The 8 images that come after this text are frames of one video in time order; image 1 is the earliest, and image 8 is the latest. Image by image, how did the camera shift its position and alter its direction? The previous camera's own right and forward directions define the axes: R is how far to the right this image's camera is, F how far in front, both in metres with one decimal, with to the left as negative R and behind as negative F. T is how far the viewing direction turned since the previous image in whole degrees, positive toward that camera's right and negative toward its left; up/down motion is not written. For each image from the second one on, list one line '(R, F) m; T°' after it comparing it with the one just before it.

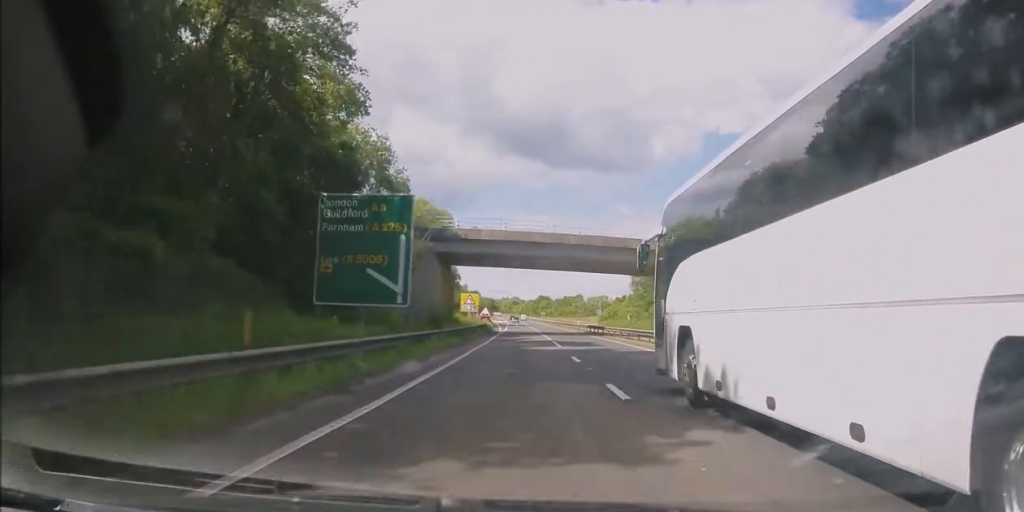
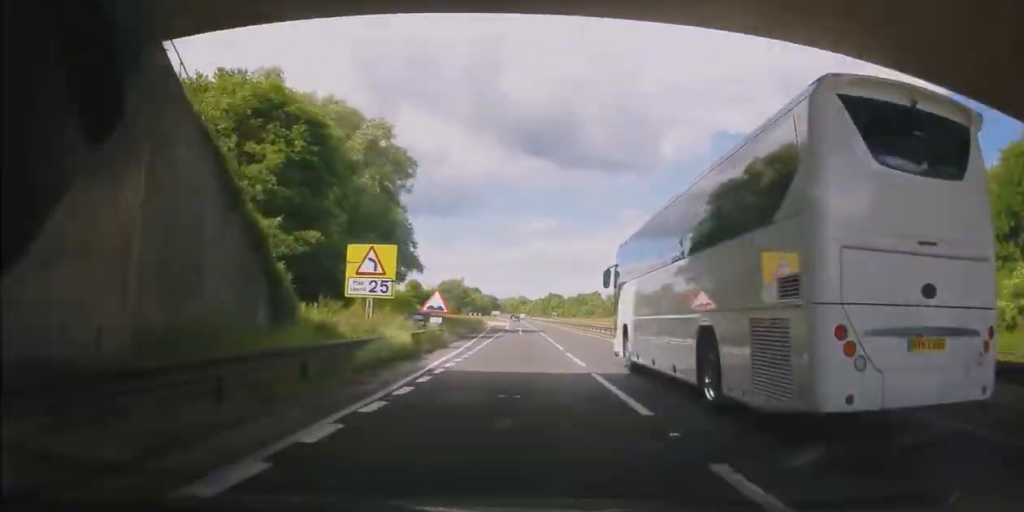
(-0.5, +48.8) m; -1°
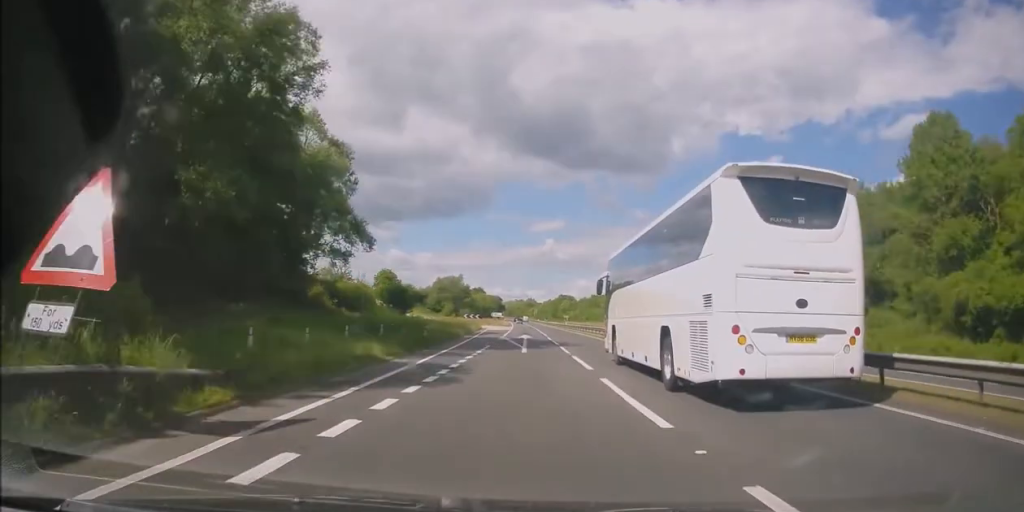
(+0.2, +28.3) m; 0°
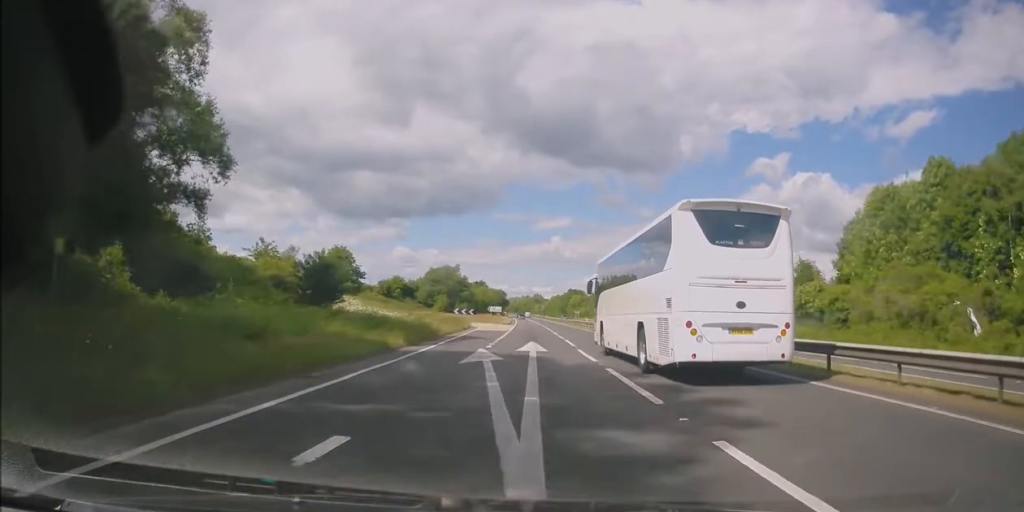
(-0.3, +25.7) m; -1°
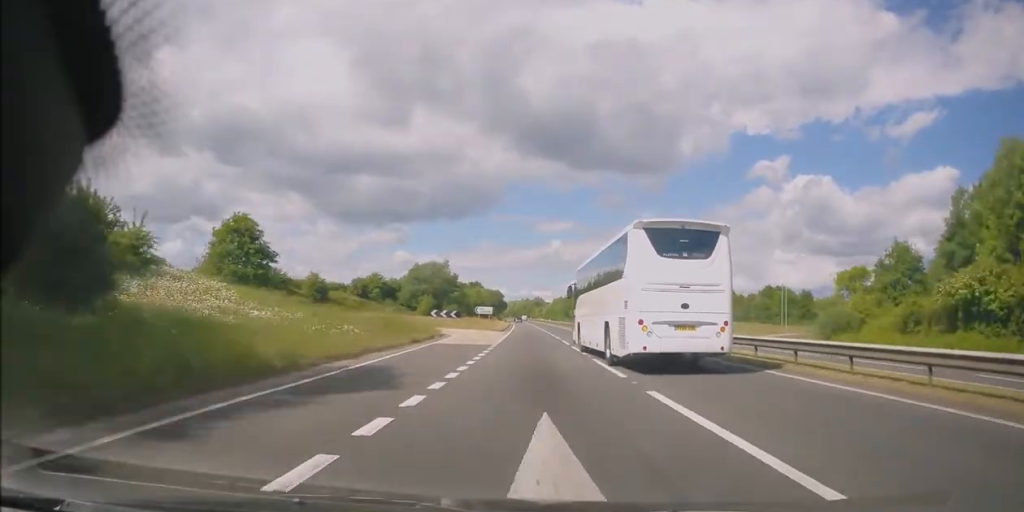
(-0.1, +23.0) m; 0°
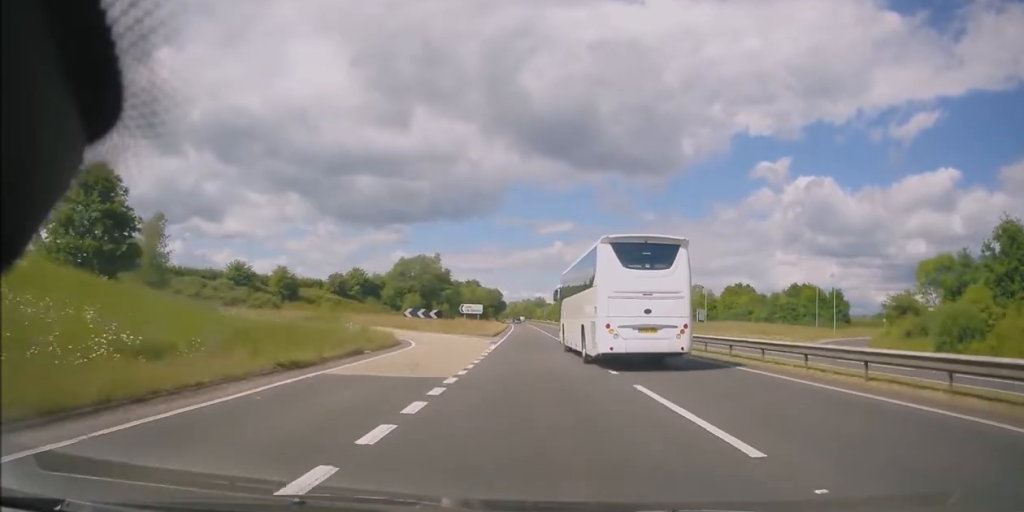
(0.0, +16.4) m; 0°
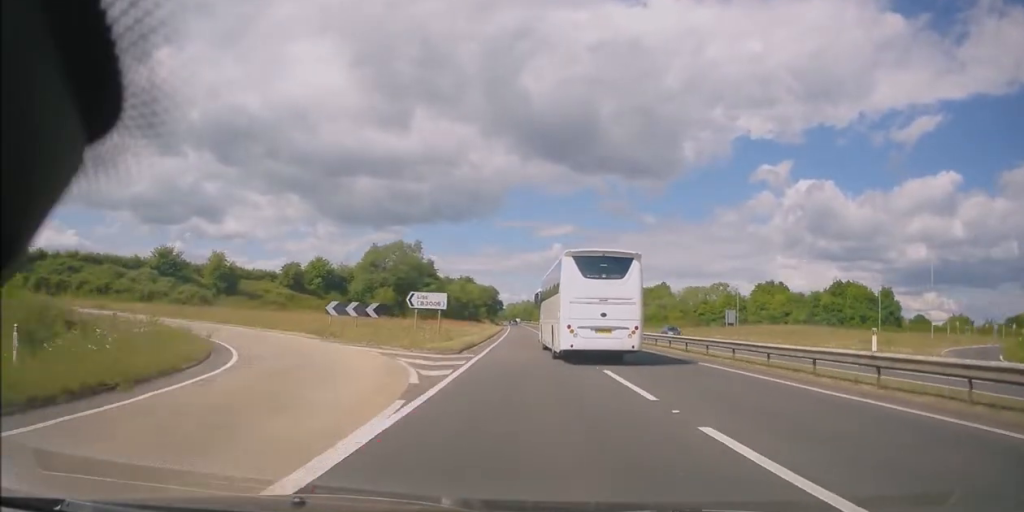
(+0.1, +22.9) m; 0°
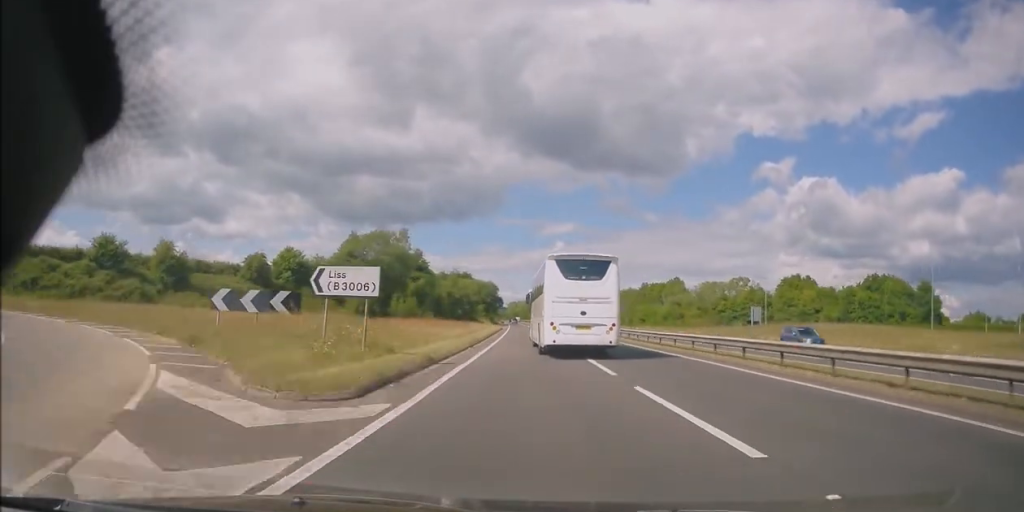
(-0.1, +13.8) m; 0°
